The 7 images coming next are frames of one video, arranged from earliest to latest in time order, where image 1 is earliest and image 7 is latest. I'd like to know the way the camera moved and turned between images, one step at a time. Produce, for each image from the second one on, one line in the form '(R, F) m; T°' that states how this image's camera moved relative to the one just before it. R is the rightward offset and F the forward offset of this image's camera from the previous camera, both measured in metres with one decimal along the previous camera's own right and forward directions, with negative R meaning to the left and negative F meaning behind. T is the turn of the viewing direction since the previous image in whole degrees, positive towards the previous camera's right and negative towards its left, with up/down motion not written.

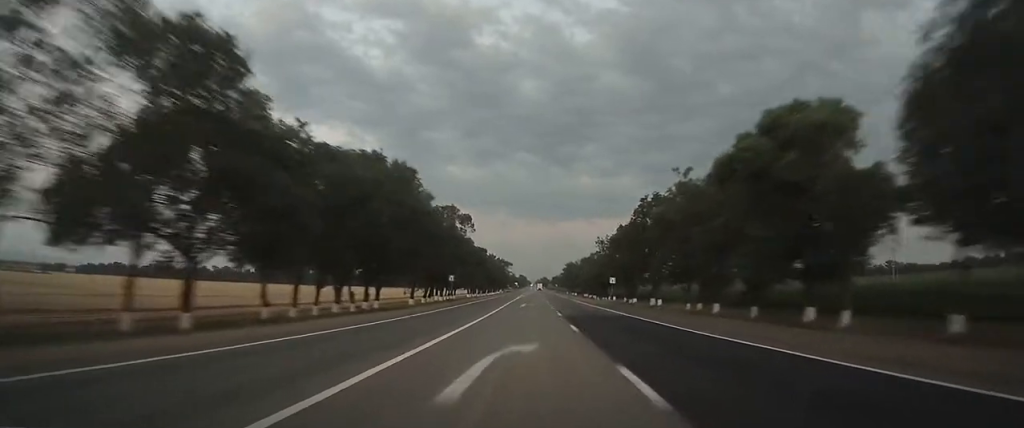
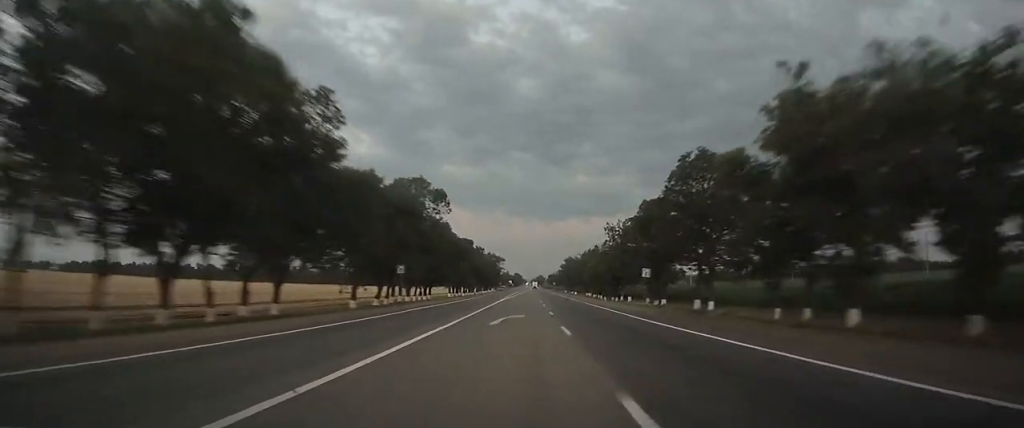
(+0.1, +26.9) m; 0°
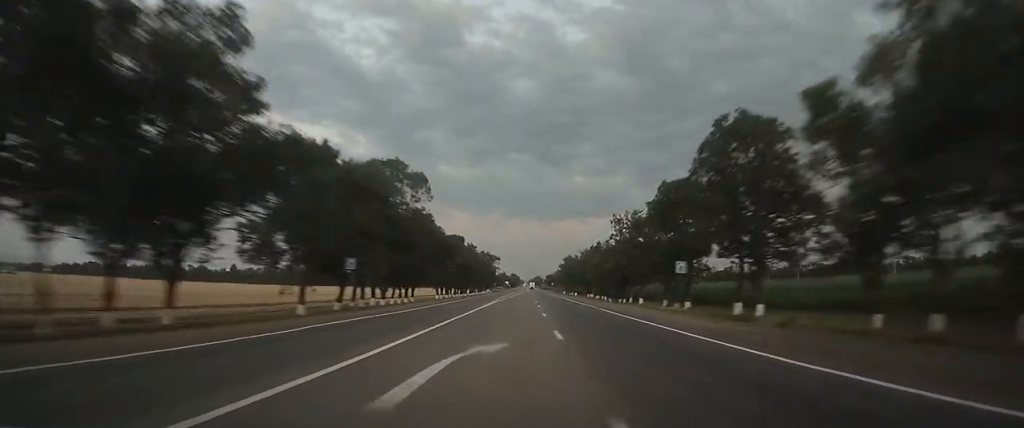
(+0.1, +13.4) m; 0°
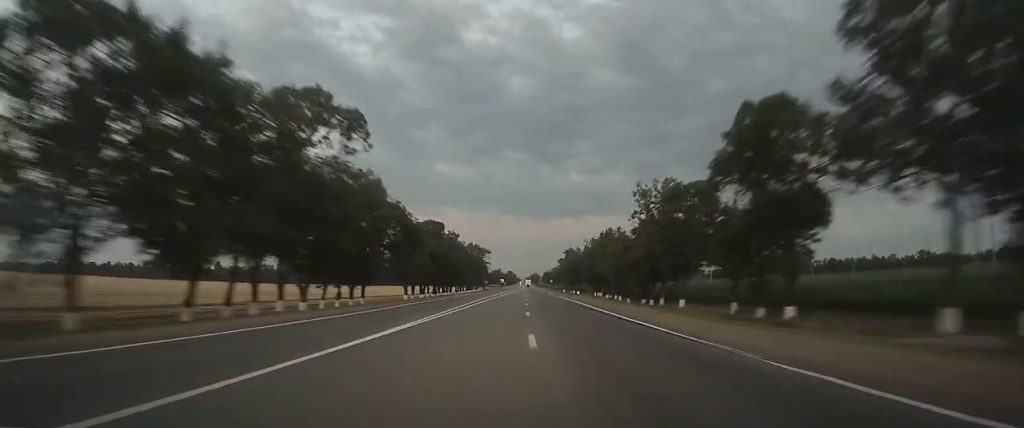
(0.0, +26.8) m; 0°
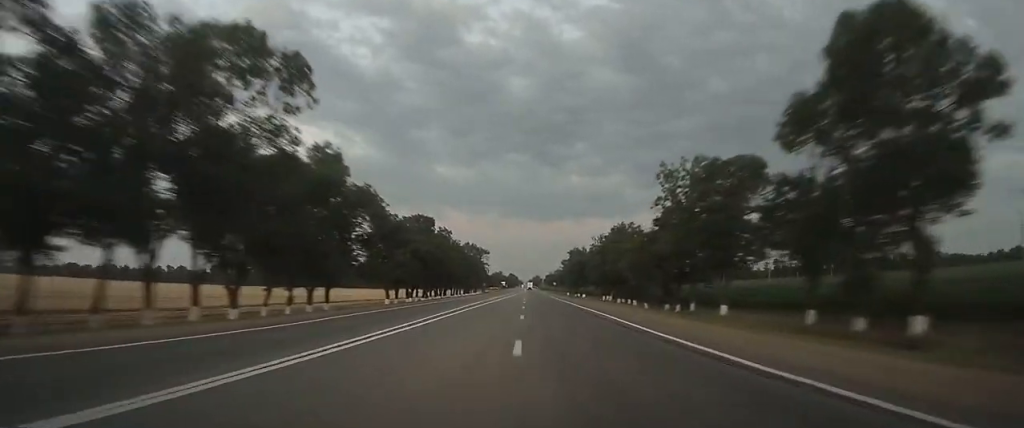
(0.0, +13.4) m; 0°
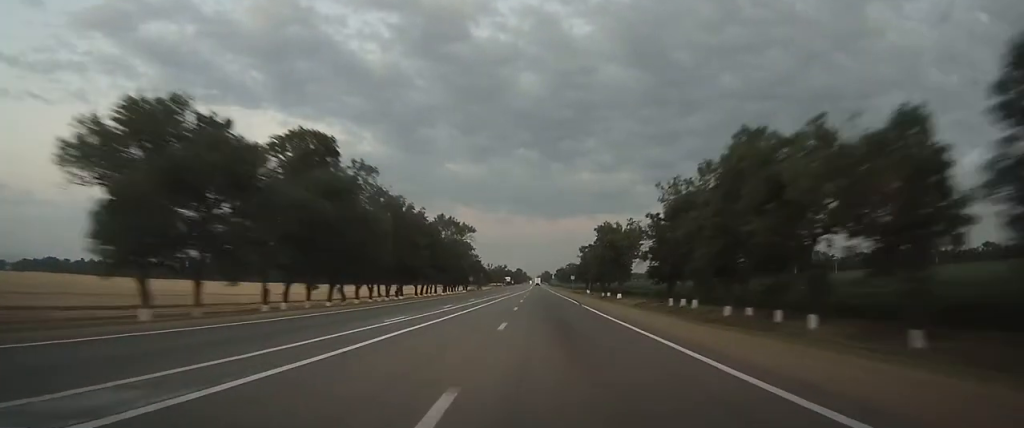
(-0.4, +55.7) m; -1°
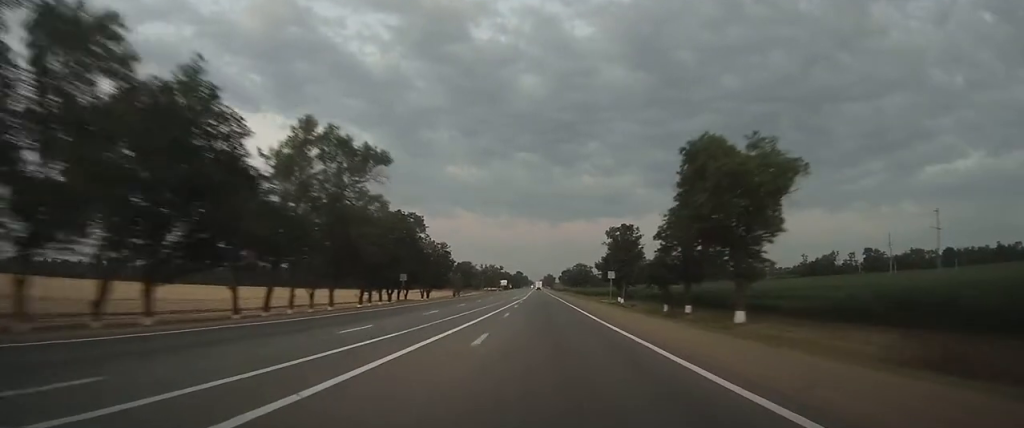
(-0.2, +63.6) m; 0°
